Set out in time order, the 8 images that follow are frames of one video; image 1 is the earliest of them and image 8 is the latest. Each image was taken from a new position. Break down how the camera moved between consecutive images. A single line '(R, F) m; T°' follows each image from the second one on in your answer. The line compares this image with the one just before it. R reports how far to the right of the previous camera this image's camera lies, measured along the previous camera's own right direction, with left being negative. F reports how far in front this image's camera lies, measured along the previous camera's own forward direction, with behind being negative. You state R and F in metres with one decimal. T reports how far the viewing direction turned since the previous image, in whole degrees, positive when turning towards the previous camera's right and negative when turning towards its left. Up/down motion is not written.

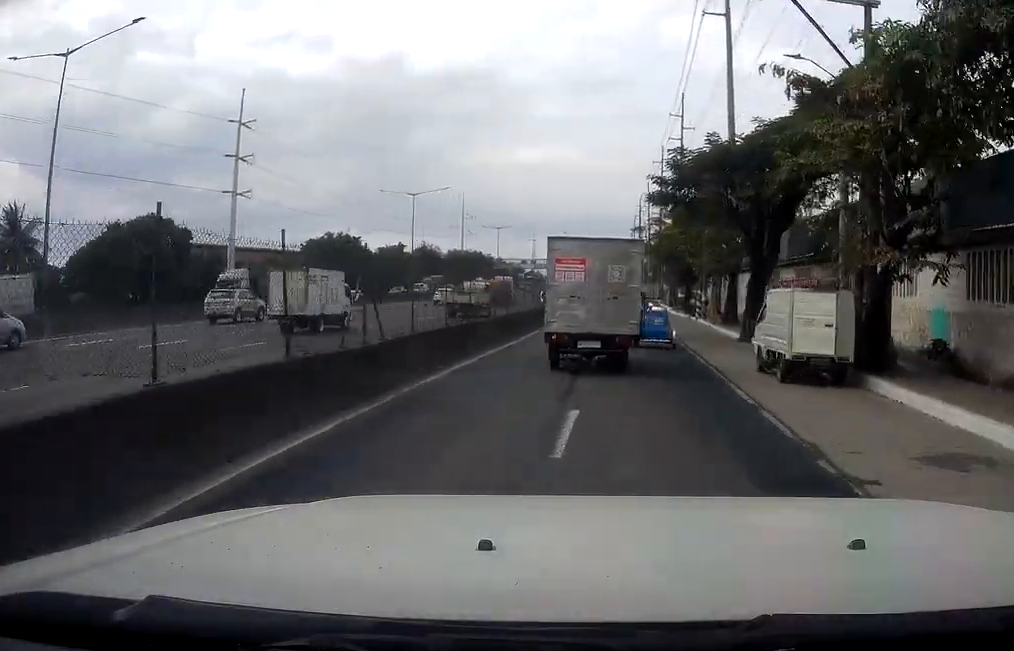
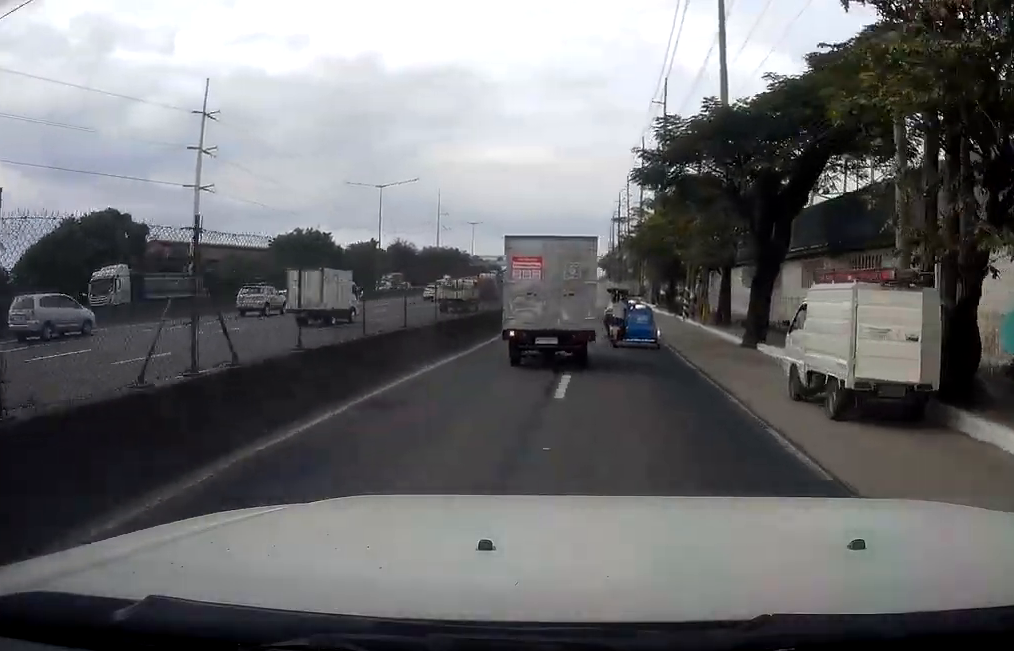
(-0.2, +4.6) m; -1°
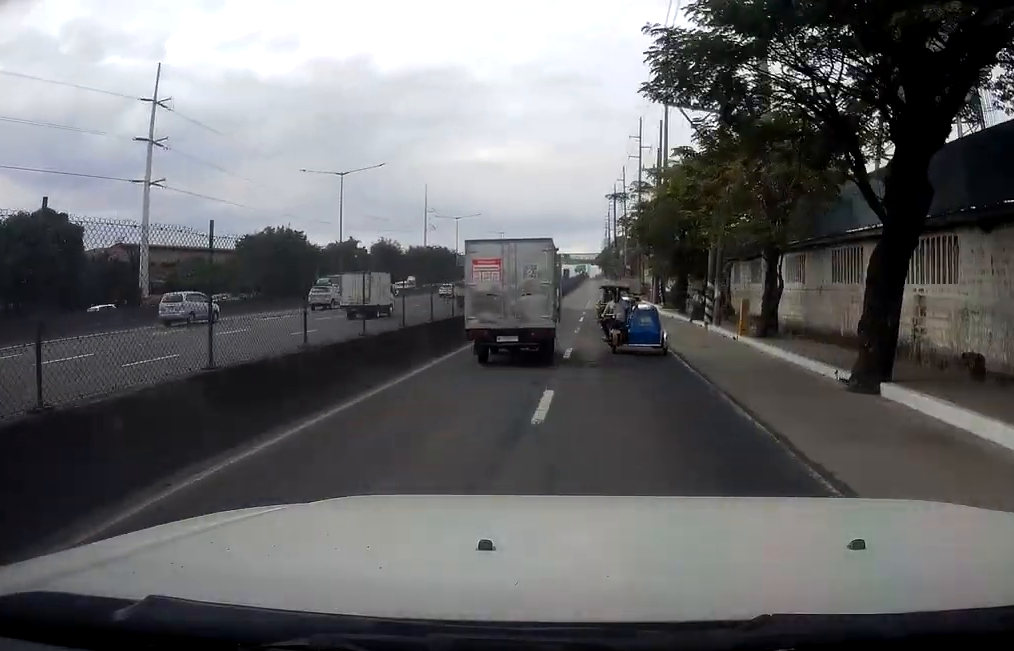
(0.0, +11.0) m; +1°
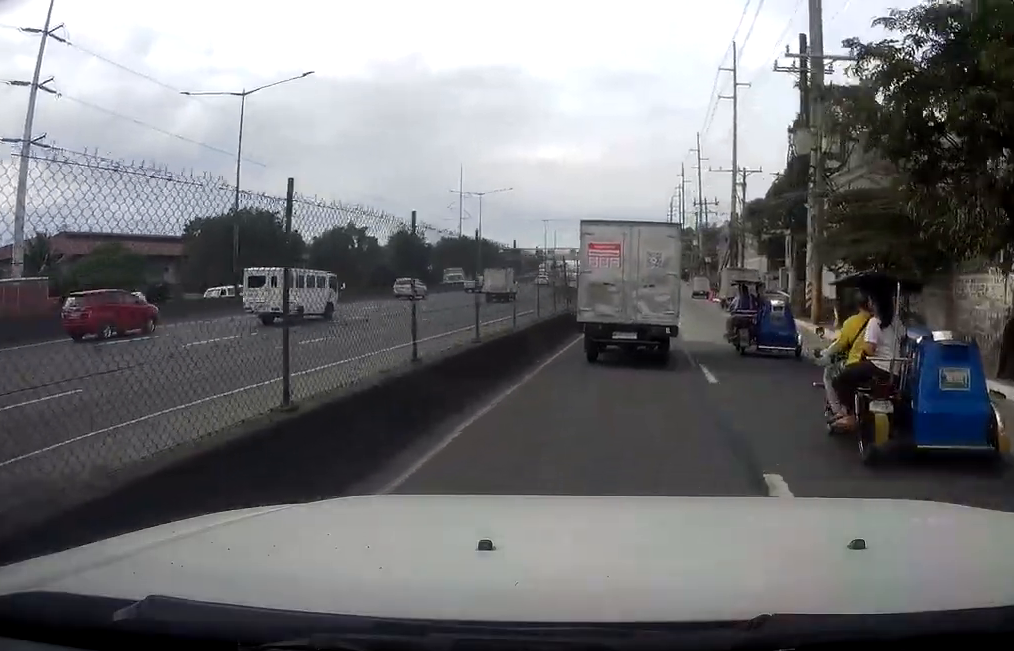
(-0.7, +29.7) m; +1°
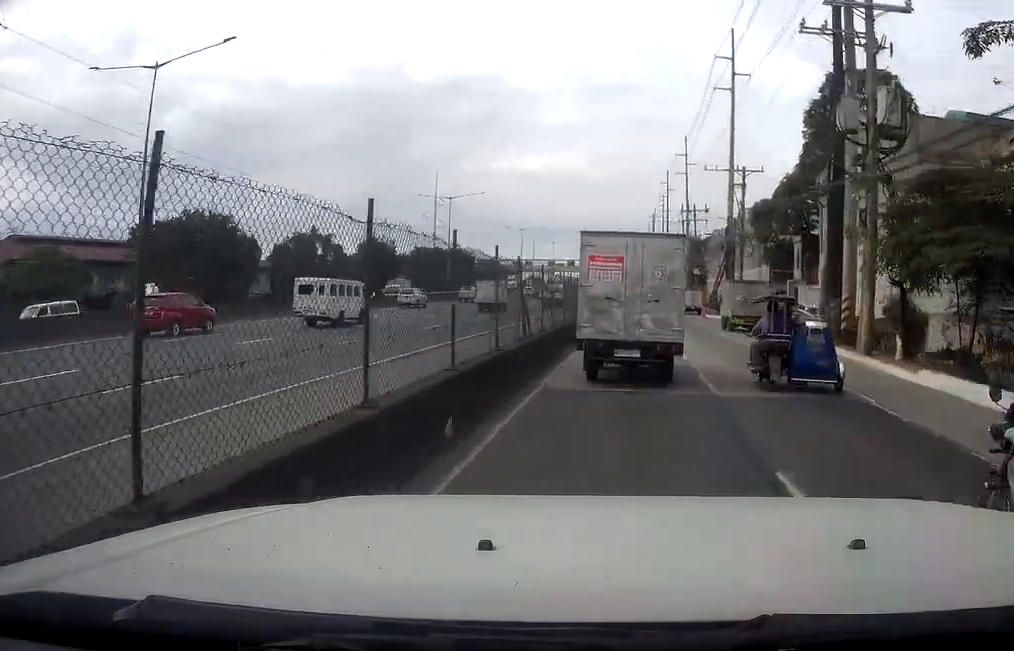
(+0.4, +7.4) m; +2°
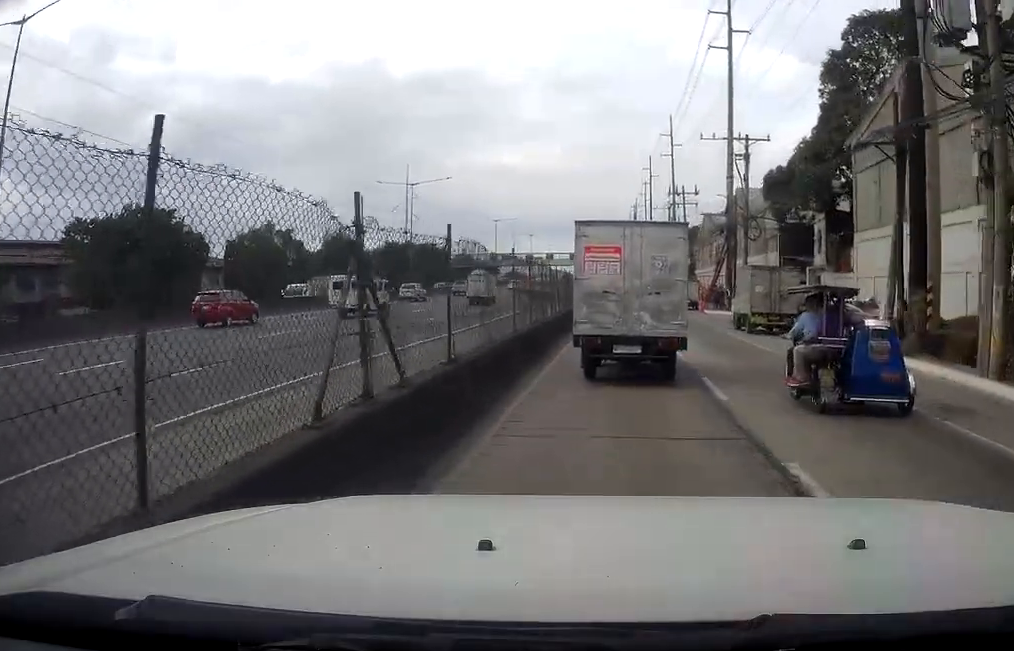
(-0.4, +8.8) m; +1°
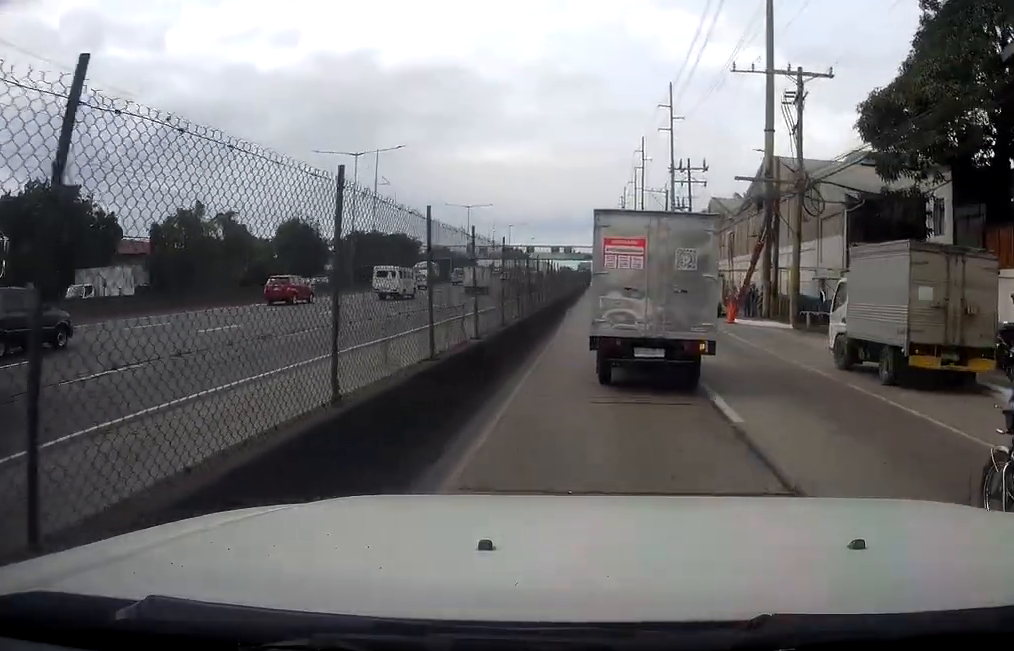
(+0.6, +15.1) m; +1°
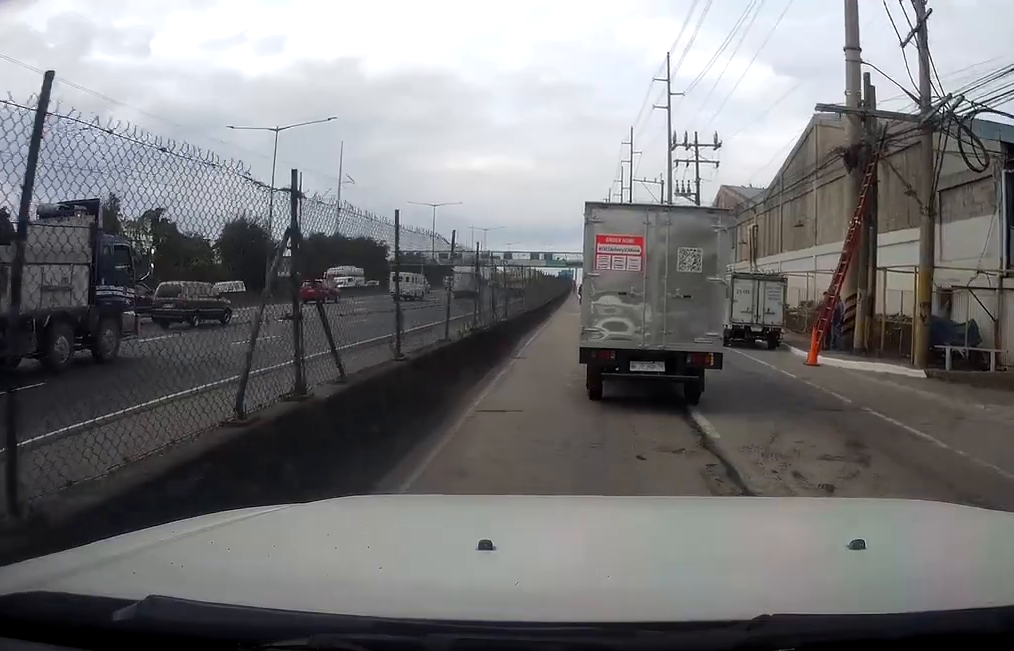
(-0.6, +14.5) m; -1°
